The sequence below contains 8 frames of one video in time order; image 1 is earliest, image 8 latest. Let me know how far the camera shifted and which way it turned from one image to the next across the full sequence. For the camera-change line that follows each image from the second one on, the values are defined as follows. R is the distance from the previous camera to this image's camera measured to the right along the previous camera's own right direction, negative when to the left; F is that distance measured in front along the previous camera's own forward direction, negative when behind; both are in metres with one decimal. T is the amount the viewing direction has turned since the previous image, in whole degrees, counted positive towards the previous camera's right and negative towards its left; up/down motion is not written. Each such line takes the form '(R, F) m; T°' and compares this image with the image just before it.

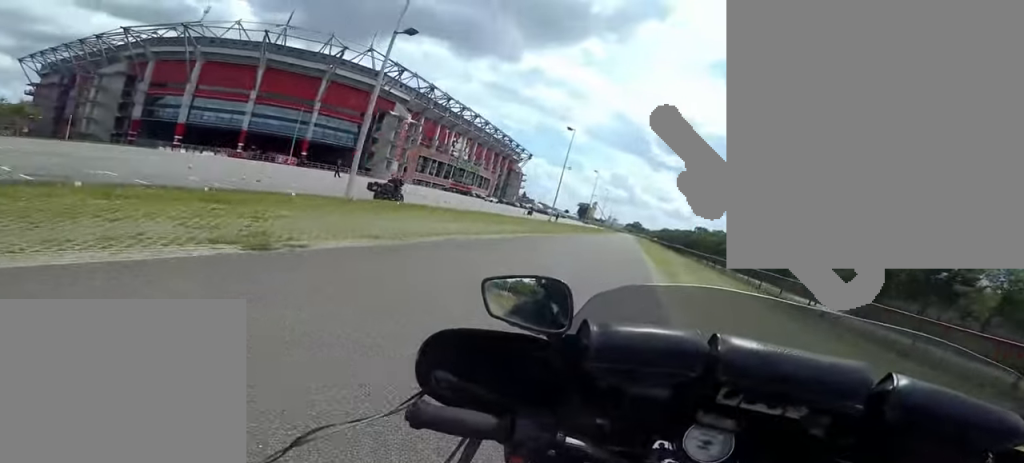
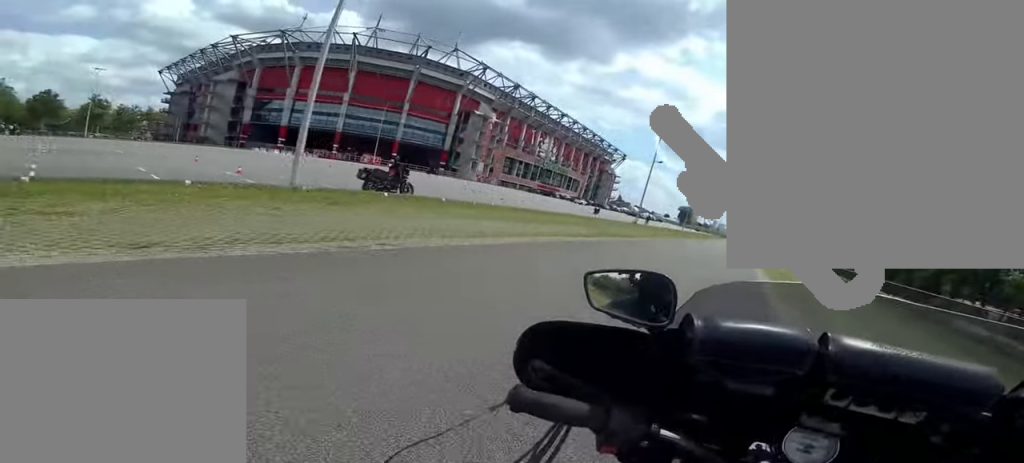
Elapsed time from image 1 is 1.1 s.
(-0.5, +5.4) m; -5°
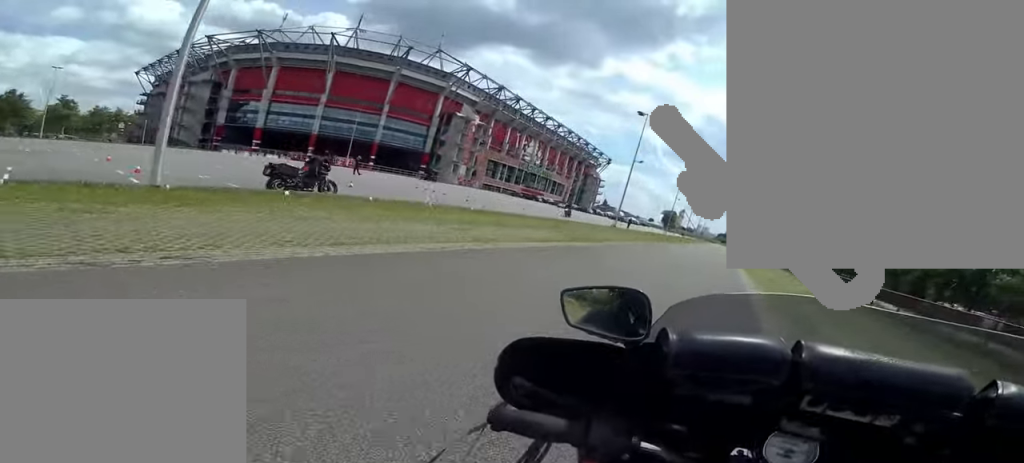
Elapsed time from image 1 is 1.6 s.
(0.0, +2.5) m; +1°
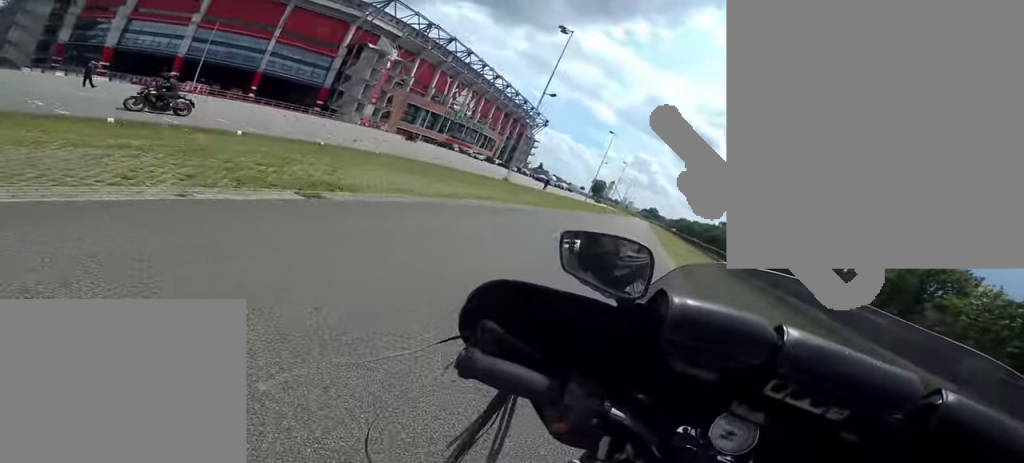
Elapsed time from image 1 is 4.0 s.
(+2.1, +11.8) m; +17°
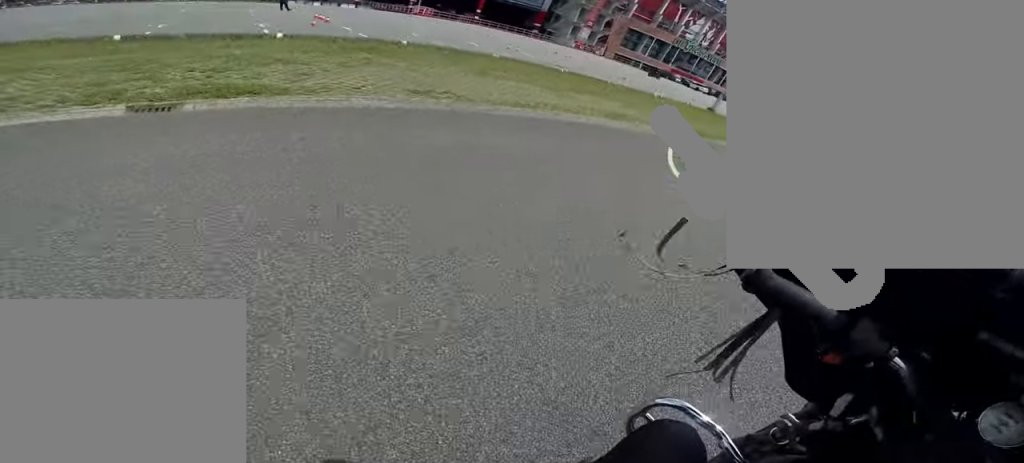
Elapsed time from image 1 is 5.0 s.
(-0.1, +4.7) m; -5°
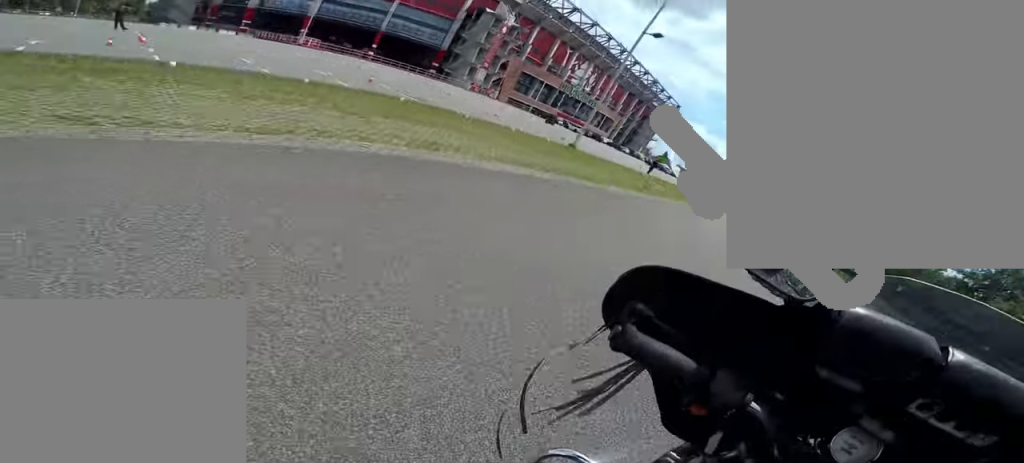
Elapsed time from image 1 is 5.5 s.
(-0.2, +2.2) m; -3°
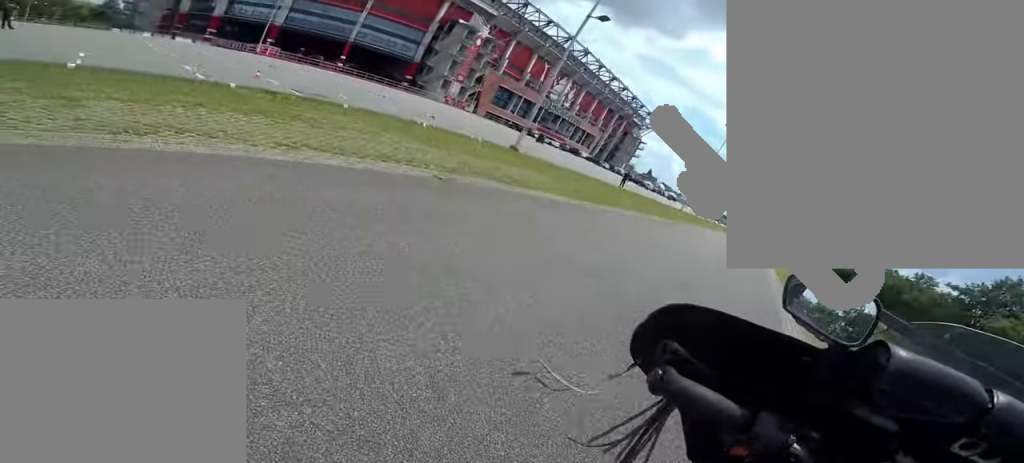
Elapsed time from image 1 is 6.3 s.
(-0.1, +3.5) m; -15°
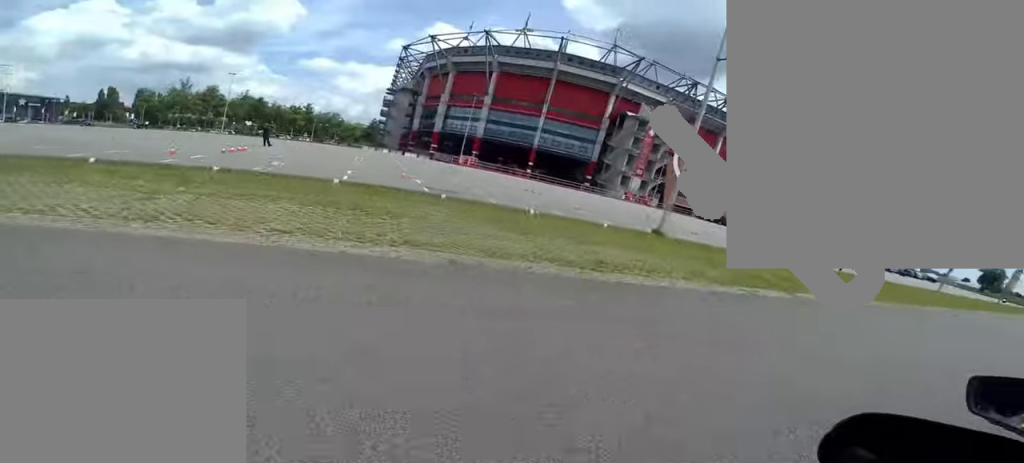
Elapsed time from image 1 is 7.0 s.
(-0.2, +2.6) m; -8°
